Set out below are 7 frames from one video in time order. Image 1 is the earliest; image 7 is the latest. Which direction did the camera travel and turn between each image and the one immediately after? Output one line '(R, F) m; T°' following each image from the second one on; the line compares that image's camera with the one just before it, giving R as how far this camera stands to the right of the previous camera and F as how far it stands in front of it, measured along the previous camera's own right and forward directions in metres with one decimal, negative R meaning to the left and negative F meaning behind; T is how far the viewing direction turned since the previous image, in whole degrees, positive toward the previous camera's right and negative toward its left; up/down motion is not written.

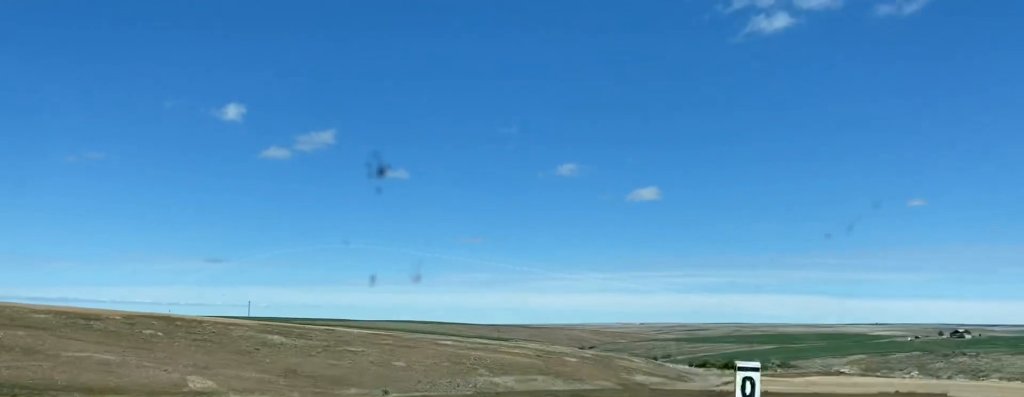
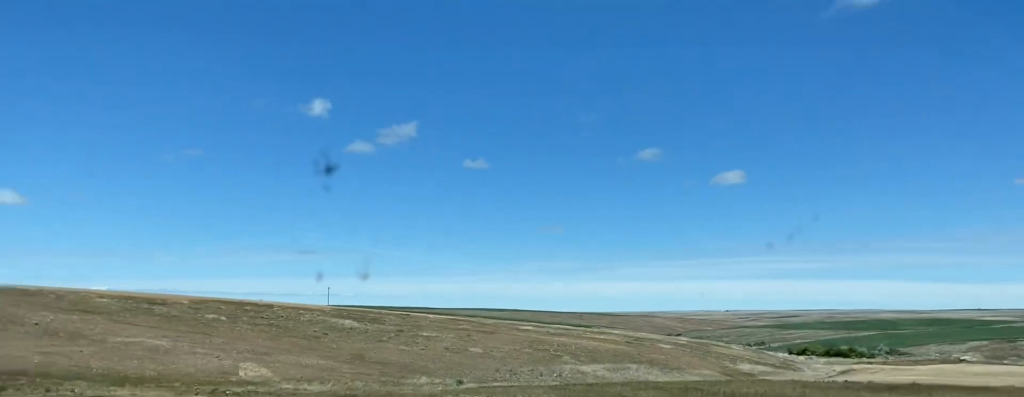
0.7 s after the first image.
(-0.9, +18.4) m; -8°
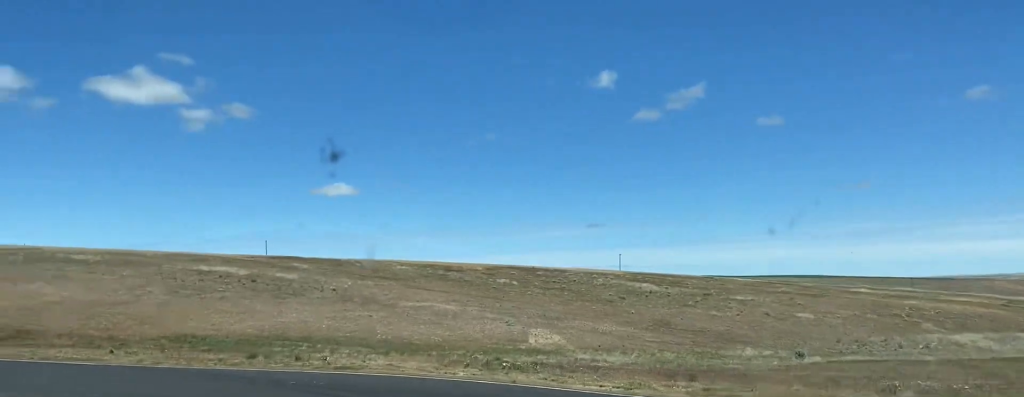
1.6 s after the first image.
(-2.5, +21.8) m; -17°
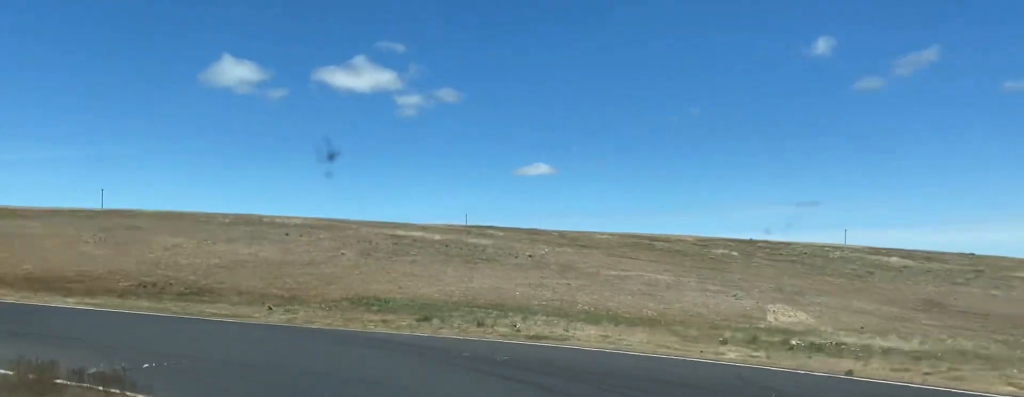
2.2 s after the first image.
(-0.9, +13.2) m; -14°
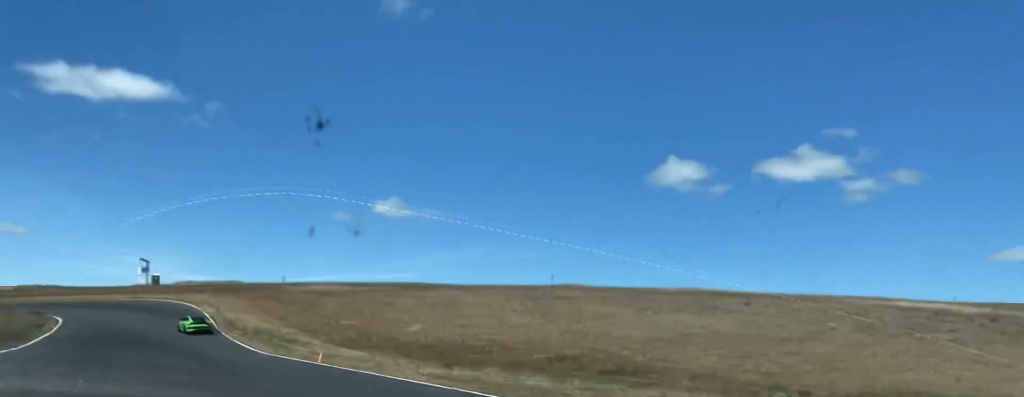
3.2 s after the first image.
(-5.3, +22.7) m; -27°
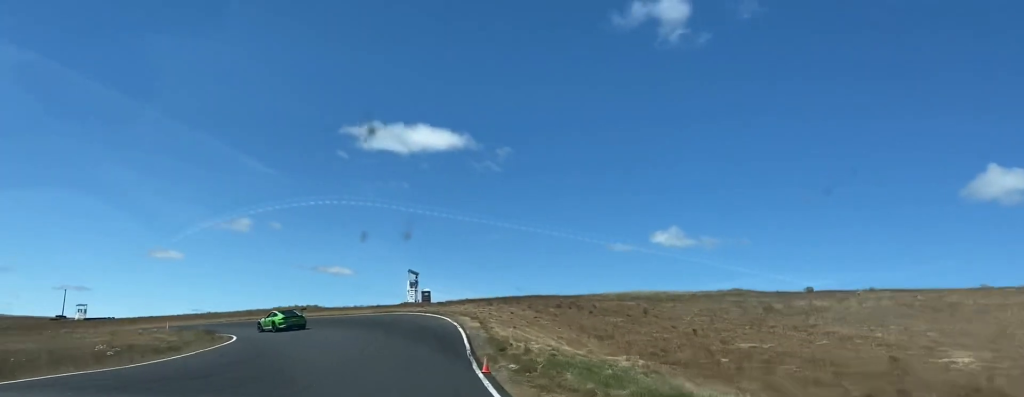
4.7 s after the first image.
(-10.6, +37.4) m; -21°
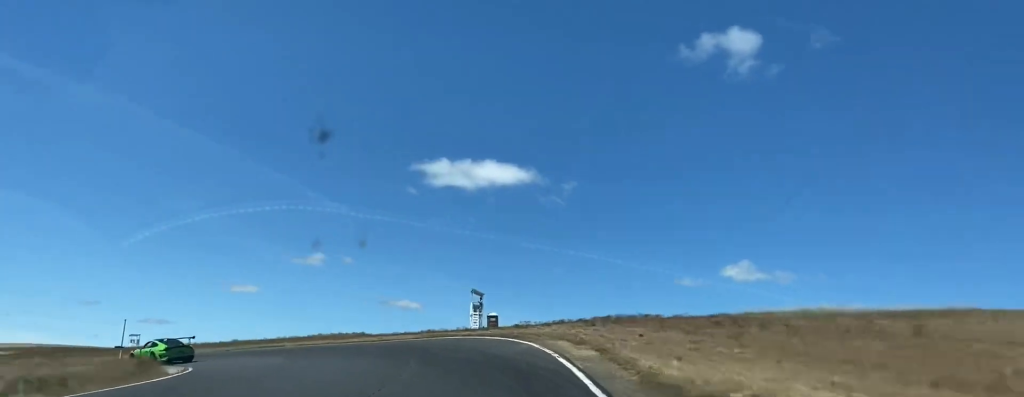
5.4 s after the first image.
(-0.8, +17.5) m; -7°
